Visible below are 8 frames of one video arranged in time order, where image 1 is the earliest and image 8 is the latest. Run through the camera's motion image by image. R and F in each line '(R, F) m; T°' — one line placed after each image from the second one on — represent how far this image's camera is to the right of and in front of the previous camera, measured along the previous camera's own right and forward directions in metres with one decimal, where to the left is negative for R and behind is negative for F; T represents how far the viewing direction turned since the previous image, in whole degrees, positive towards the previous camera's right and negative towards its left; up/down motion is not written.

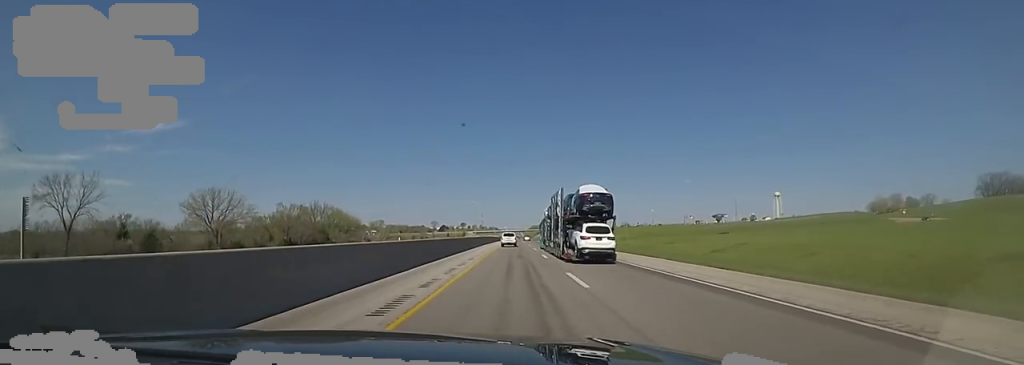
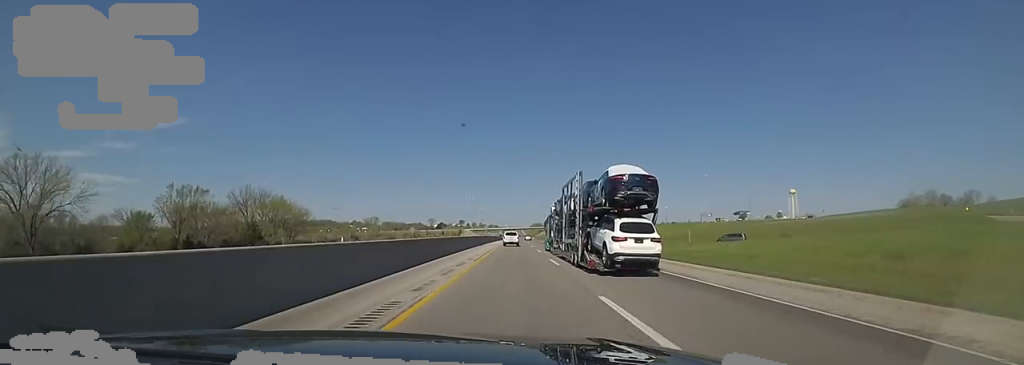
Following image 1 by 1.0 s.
(-0.1, +37.9) m; 0°
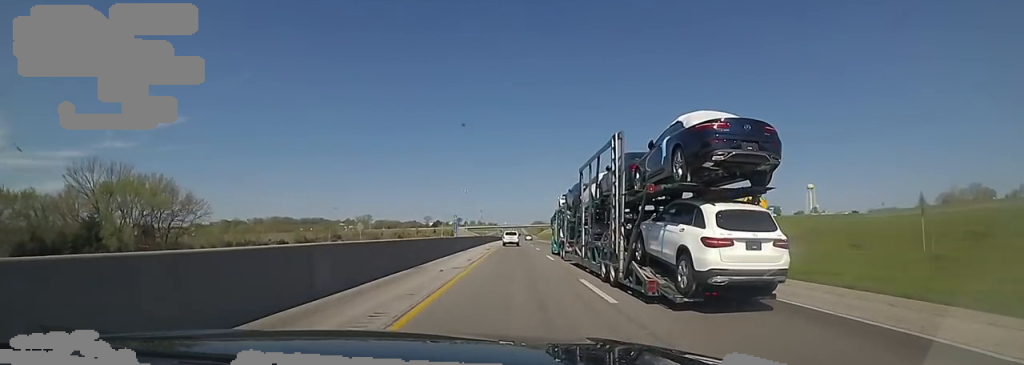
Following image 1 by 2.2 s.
(-0.2, +44.2) m; 0°
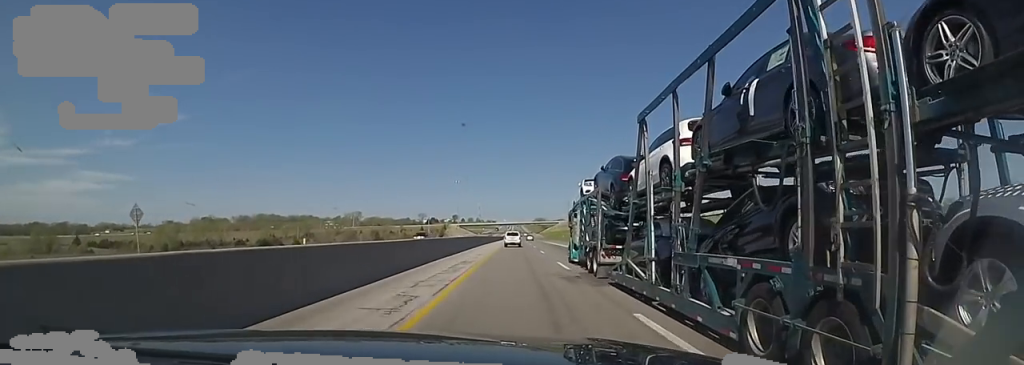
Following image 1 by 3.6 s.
(-1.3, +53.4) m; -2°
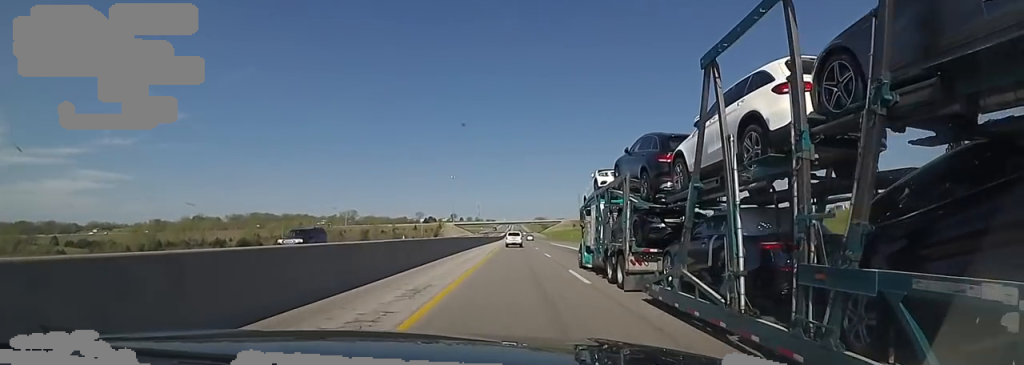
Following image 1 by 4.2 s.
(-0.1, +20.8) m; +1°
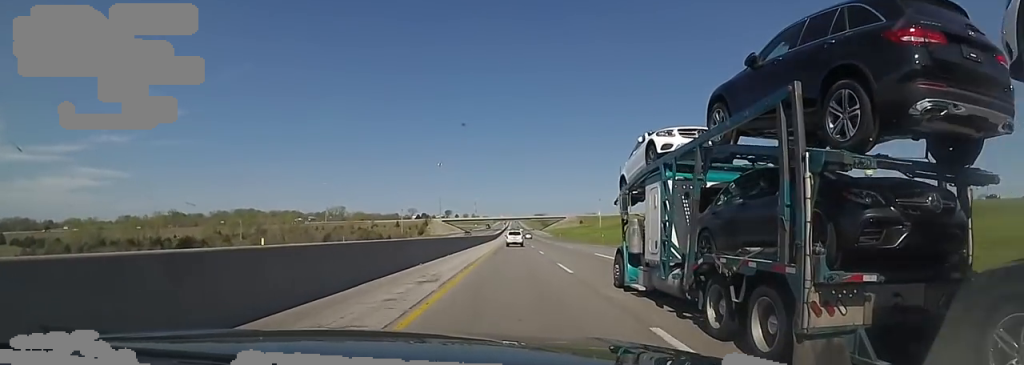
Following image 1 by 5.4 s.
(+1.4, +42.3) m; +2°
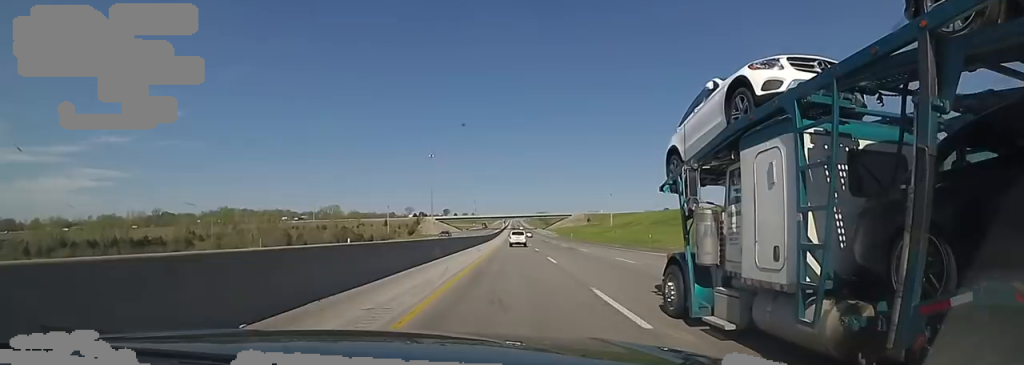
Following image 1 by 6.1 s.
(0.0, +25.3) m; 0°
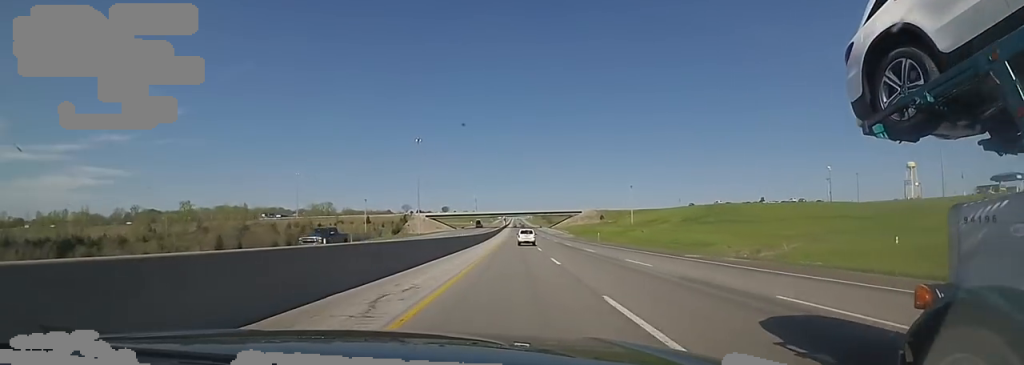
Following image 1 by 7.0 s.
(0.0, +32.4) m; 0°
